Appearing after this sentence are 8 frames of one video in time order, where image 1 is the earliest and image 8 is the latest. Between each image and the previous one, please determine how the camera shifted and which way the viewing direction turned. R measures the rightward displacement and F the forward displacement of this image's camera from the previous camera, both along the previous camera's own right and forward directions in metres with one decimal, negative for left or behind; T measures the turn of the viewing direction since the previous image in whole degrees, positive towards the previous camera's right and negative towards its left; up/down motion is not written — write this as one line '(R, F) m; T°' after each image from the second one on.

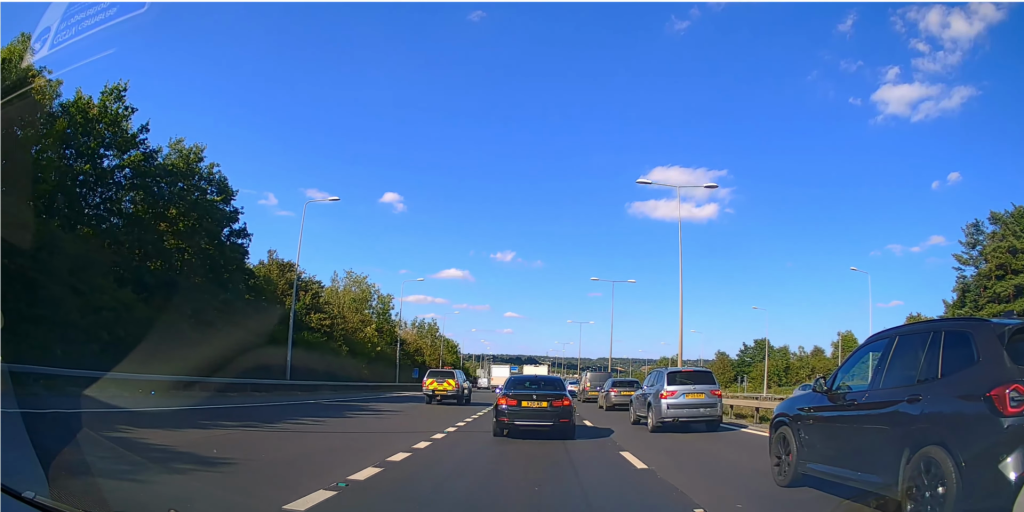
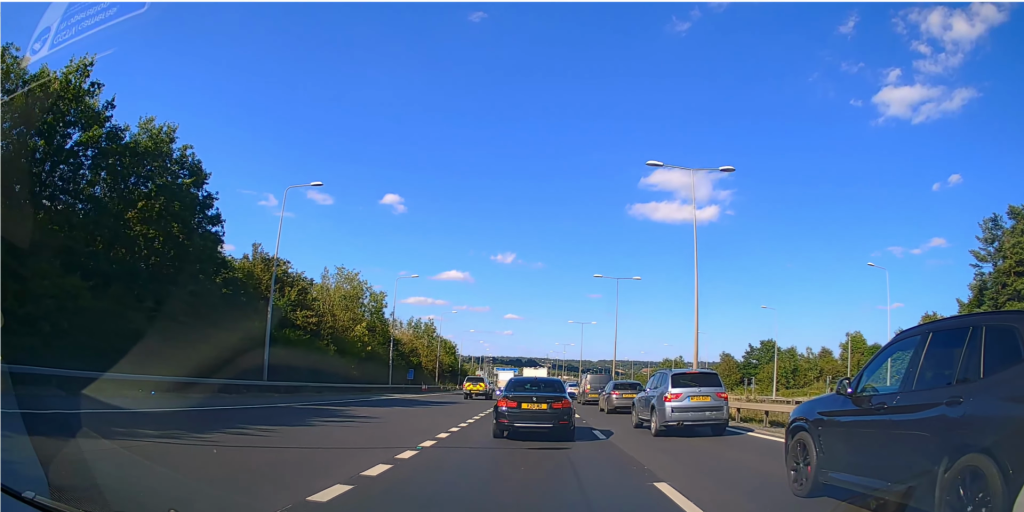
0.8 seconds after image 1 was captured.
(0.0, +3.3) m; 0°
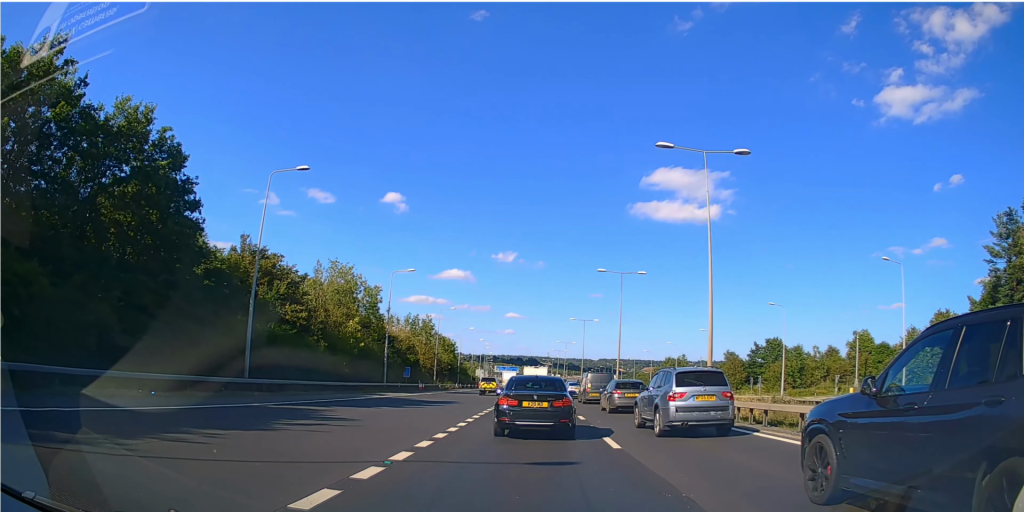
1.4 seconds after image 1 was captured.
(0.0, +2.4) m; 0°
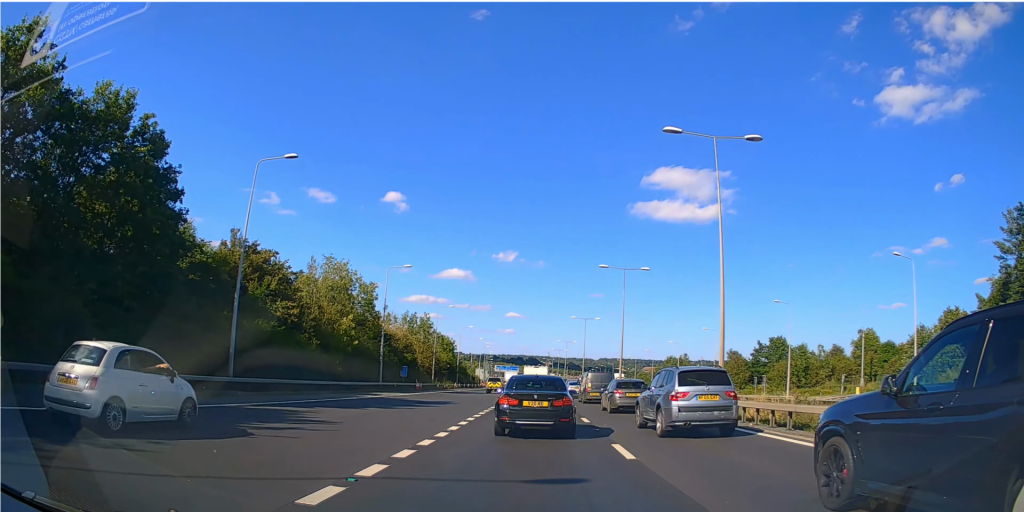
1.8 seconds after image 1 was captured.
(0.0, +1.7) m; 0°
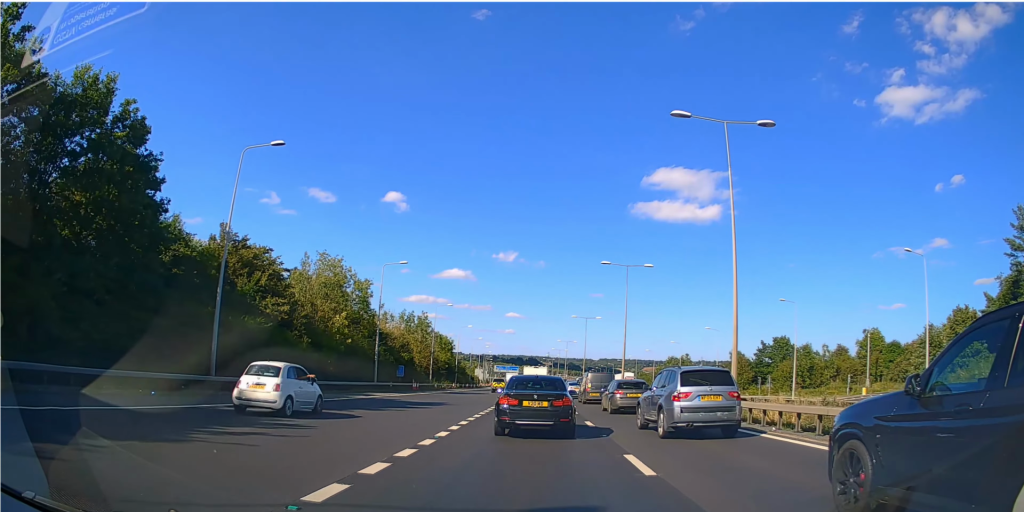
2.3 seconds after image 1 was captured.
(0.0, +1.8) m; 0°
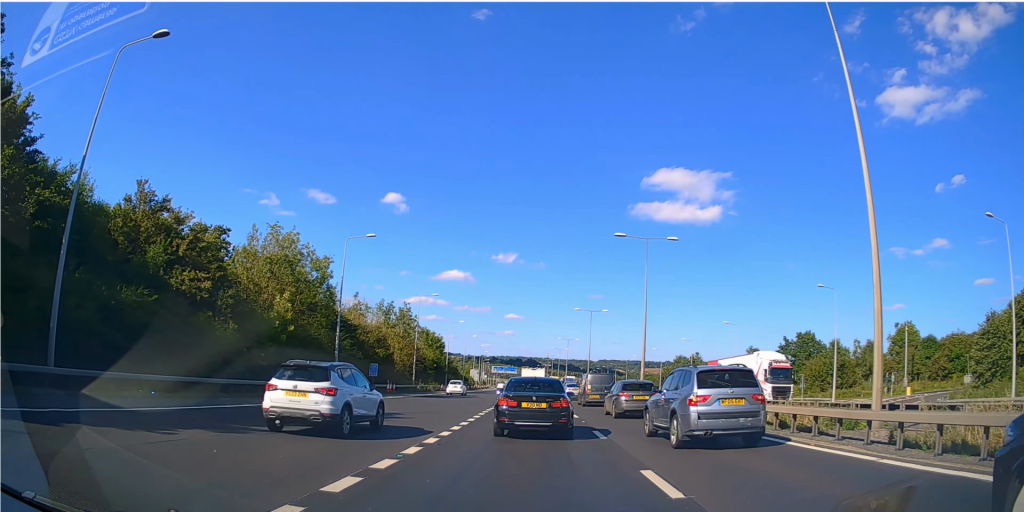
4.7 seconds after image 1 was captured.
(-0.1, +10.7) m; 0°
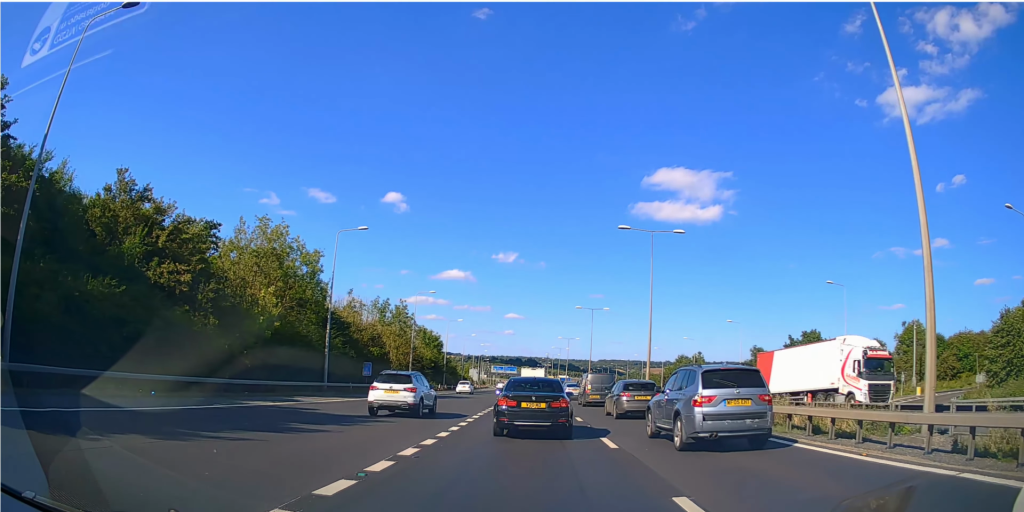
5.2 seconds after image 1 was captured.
(+0.1, +2.1) m; +1°
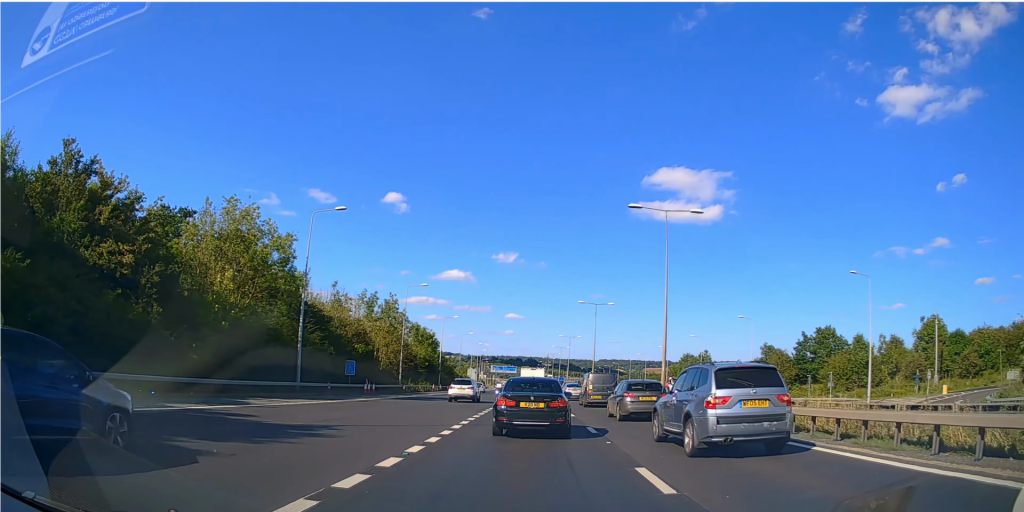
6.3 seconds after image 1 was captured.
(+0.1, +5.0) m; 0°
